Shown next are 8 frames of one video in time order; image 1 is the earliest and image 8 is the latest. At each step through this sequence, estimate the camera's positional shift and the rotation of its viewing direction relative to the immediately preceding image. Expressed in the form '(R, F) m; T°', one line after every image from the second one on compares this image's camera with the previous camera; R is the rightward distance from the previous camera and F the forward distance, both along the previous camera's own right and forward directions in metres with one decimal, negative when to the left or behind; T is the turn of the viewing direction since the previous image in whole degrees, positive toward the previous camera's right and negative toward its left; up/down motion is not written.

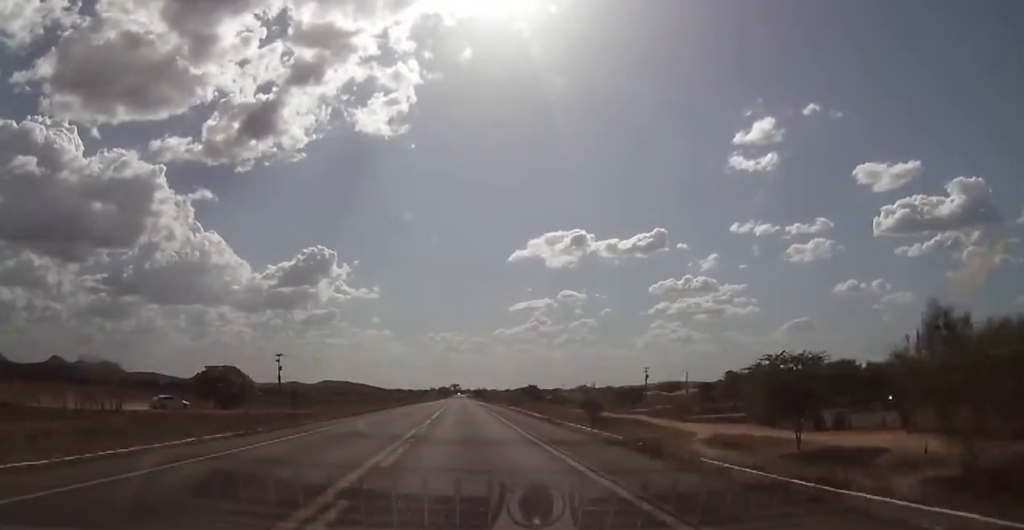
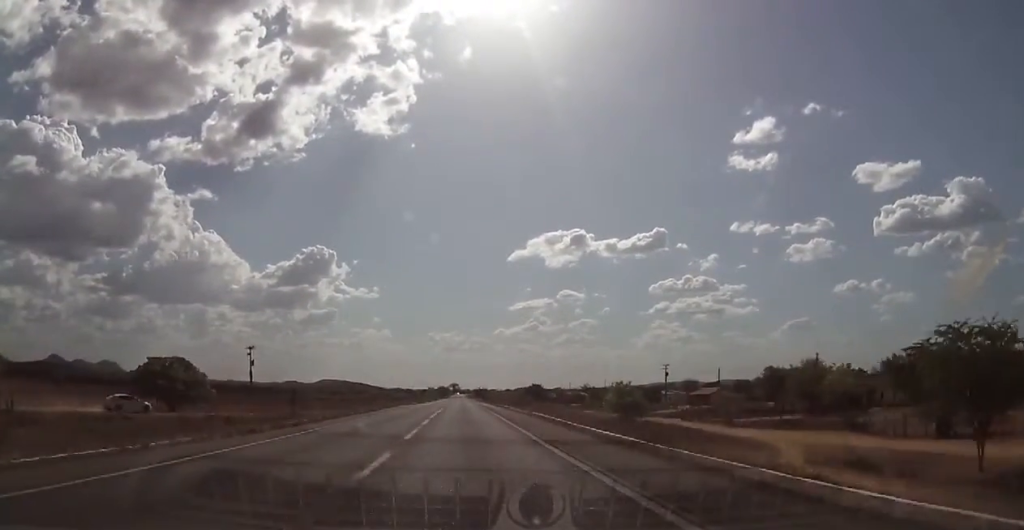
(+0.1, +17.6) m; 0°
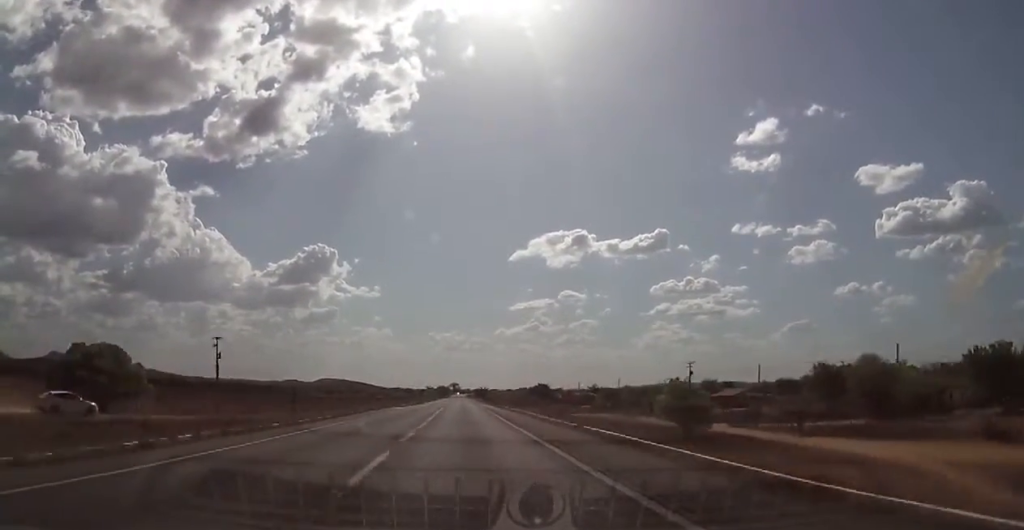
(-0.3, +16.3) m; 0°
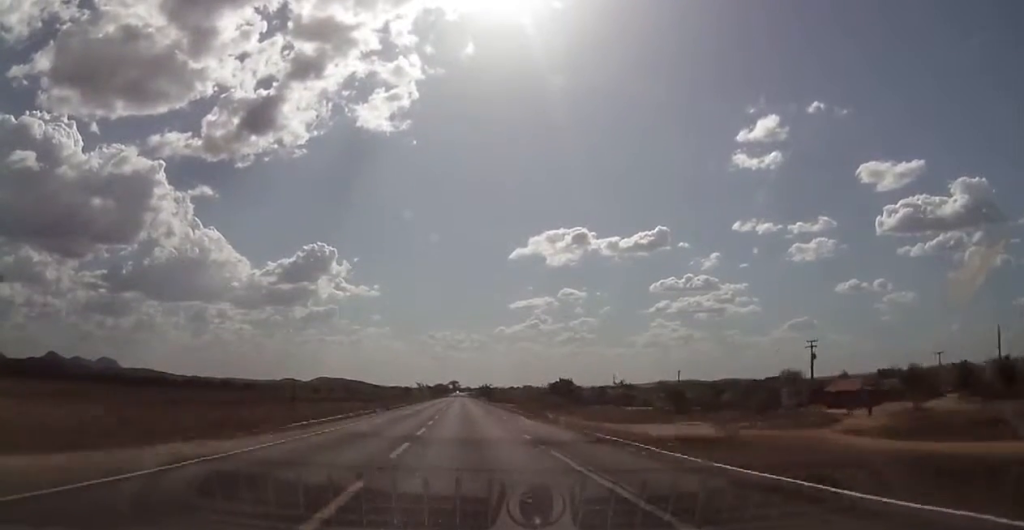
(+0.1, +51.3) m; +1°
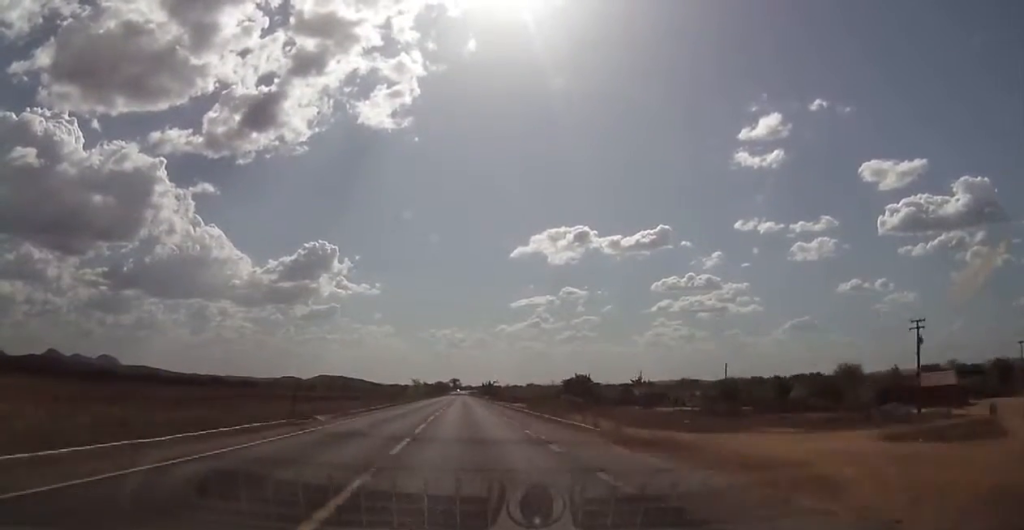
(+0.1, +23.8) m; 0°
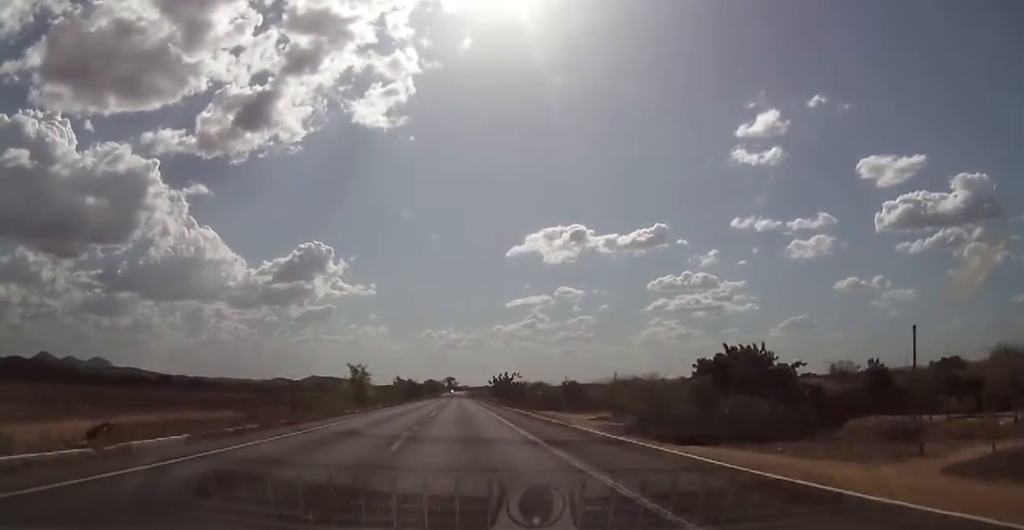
(-0.4, +93.7) m; 0°
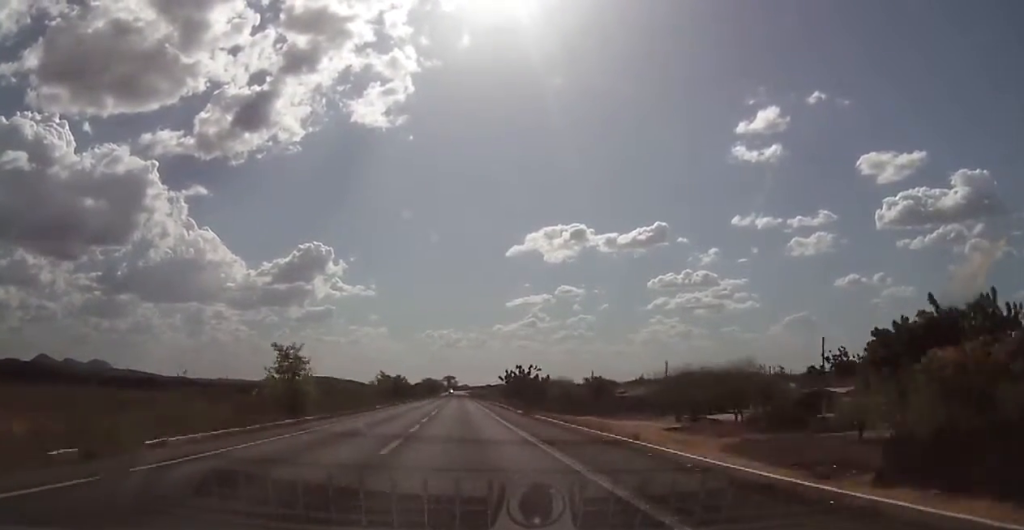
(+0.2, +32.6) m; 0°
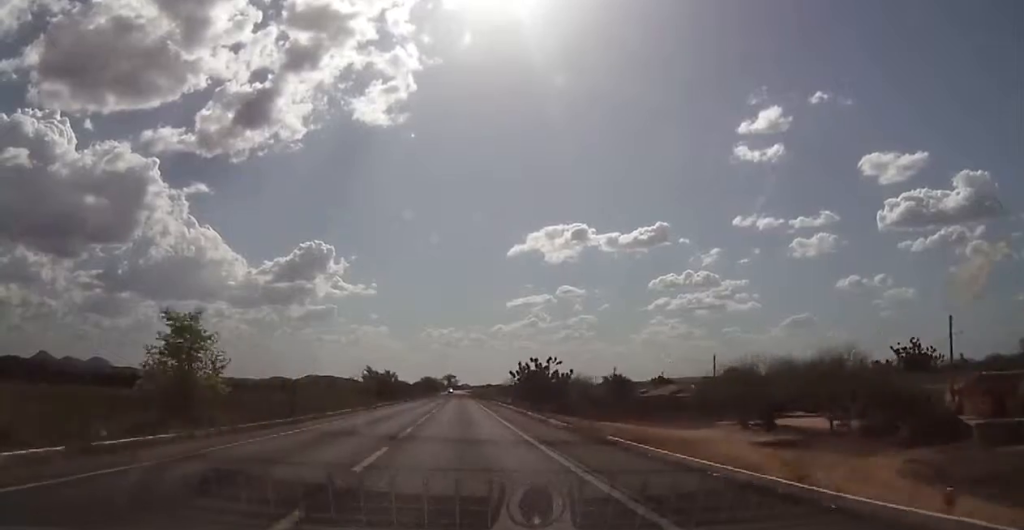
(-0.2, +18.8) m; 0°
